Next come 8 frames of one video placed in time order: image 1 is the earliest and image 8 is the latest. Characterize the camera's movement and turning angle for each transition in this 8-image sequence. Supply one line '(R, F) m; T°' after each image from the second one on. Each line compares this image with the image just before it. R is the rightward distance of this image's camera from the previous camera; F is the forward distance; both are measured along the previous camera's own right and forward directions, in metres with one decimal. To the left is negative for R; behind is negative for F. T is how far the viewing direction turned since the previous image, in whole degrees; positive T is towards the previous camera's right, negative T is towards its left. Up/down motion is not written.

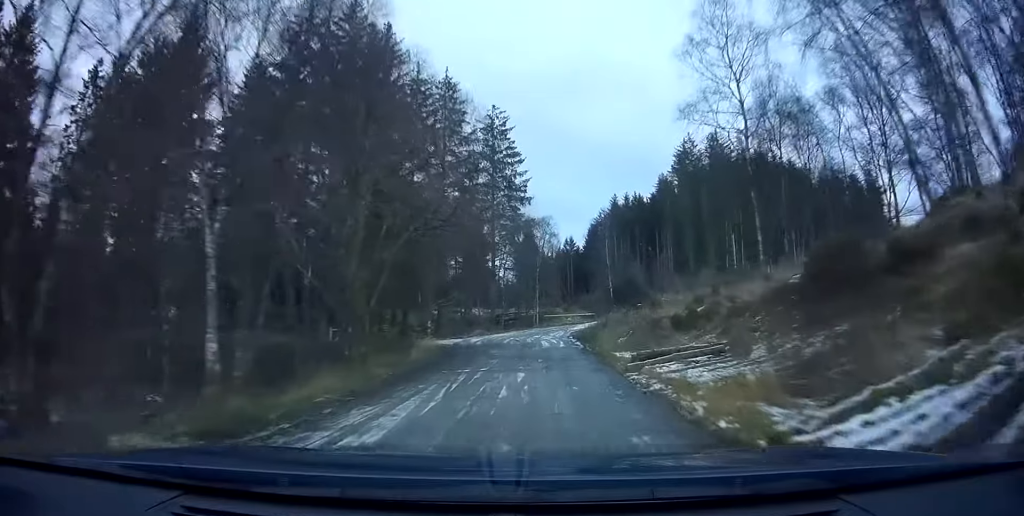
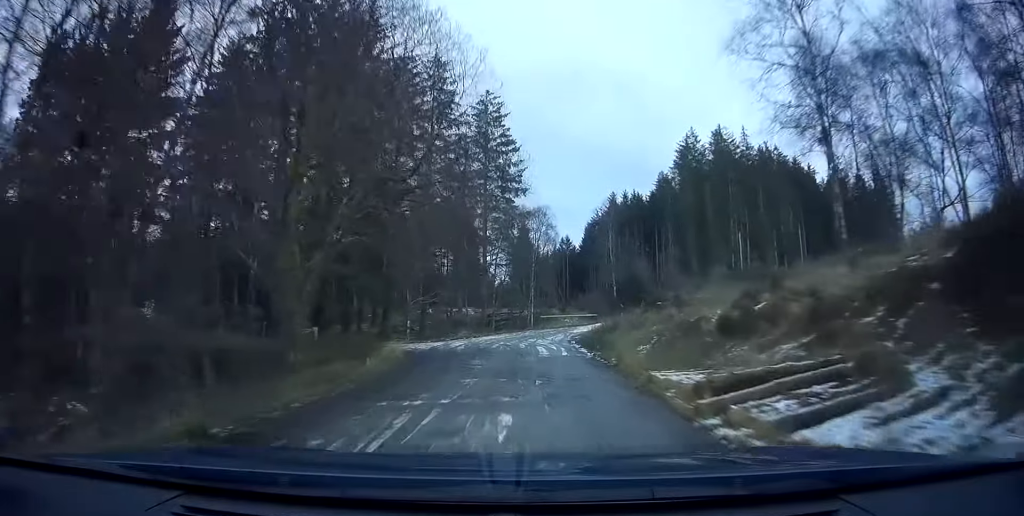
(-0.4, +5.7) m; -8°
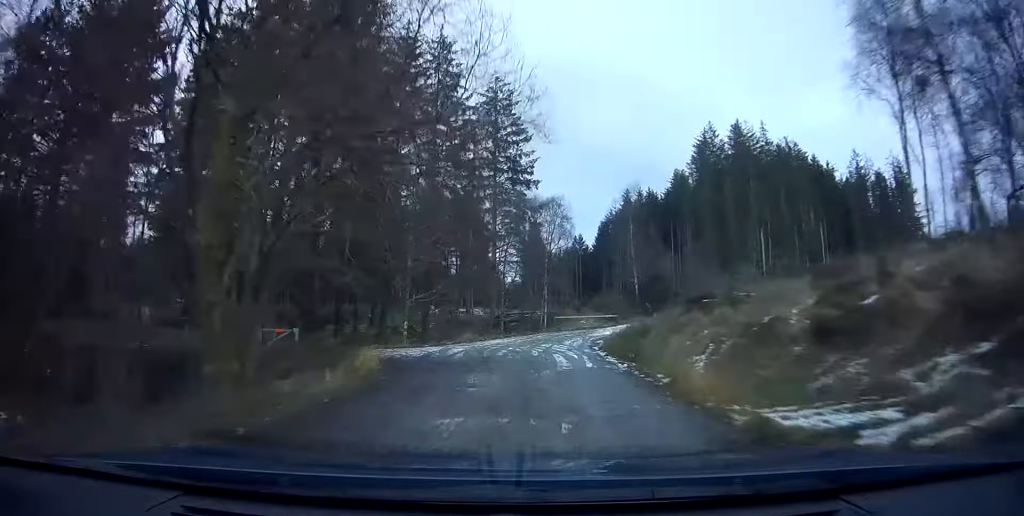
(-0.3, +4.7) m; -4°
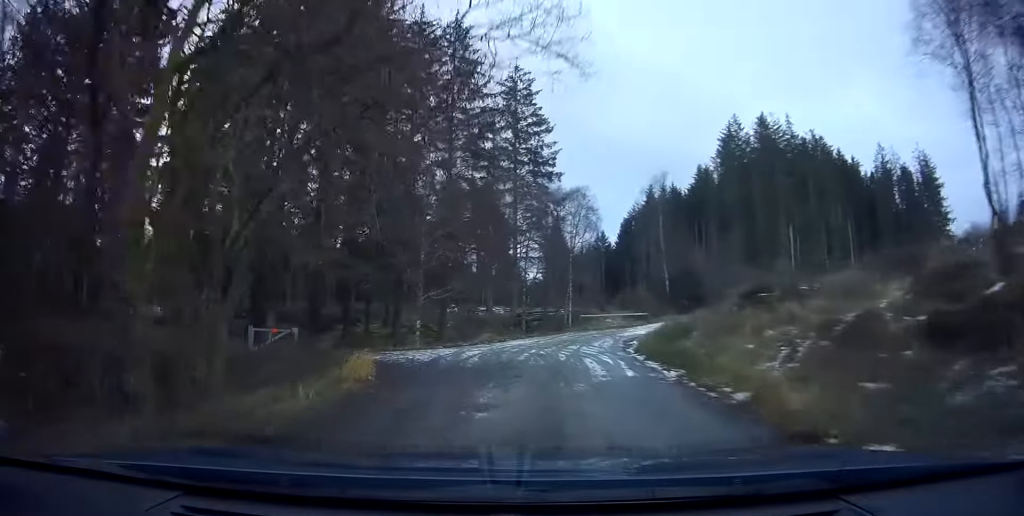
(0.0, +3.0) m; 0°
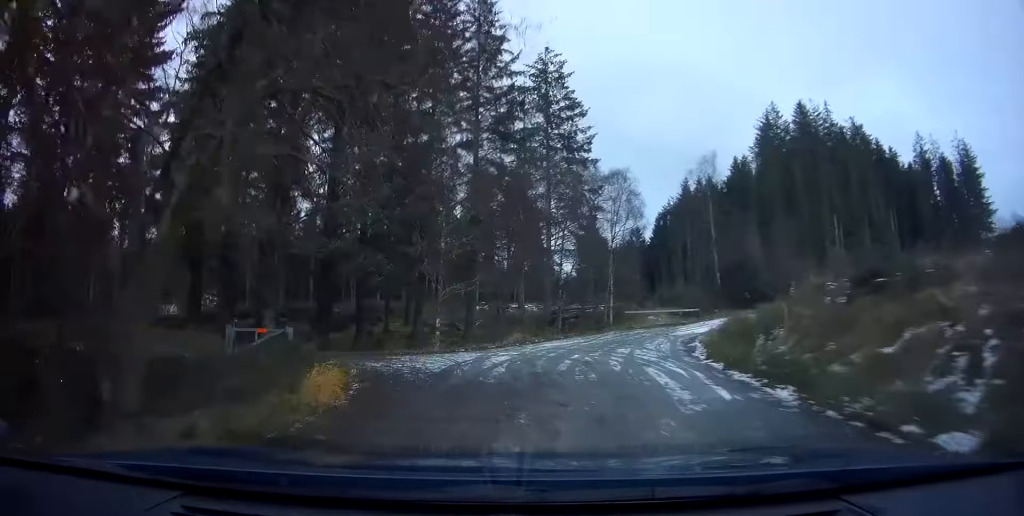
(-0.1, +4.4) m; -2°
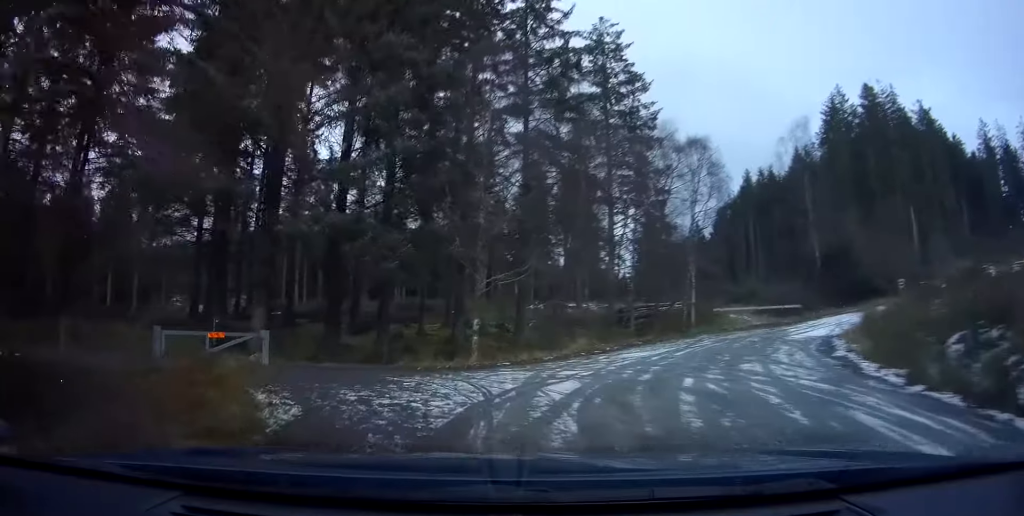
(-0.3, +6.6) m; -4°
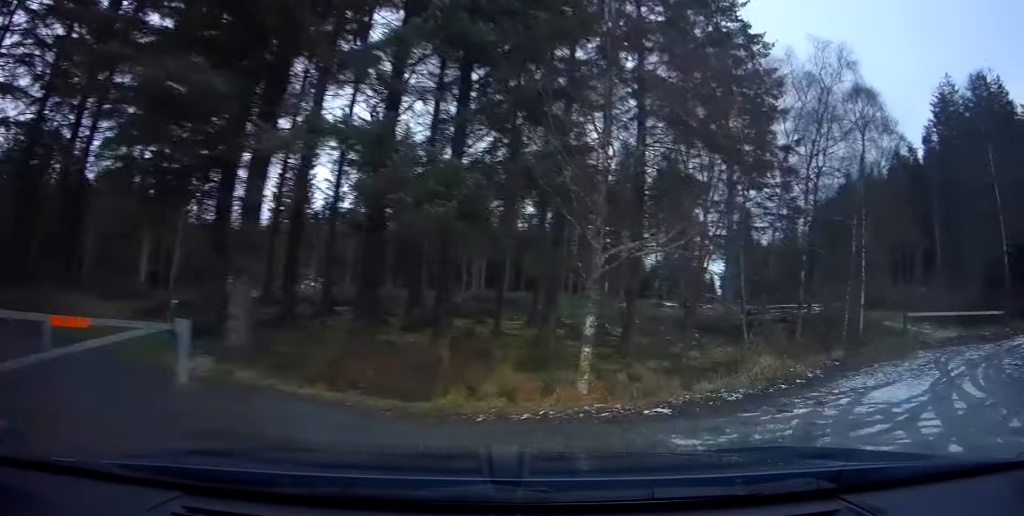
(-0.9, +8.2) m; -8°
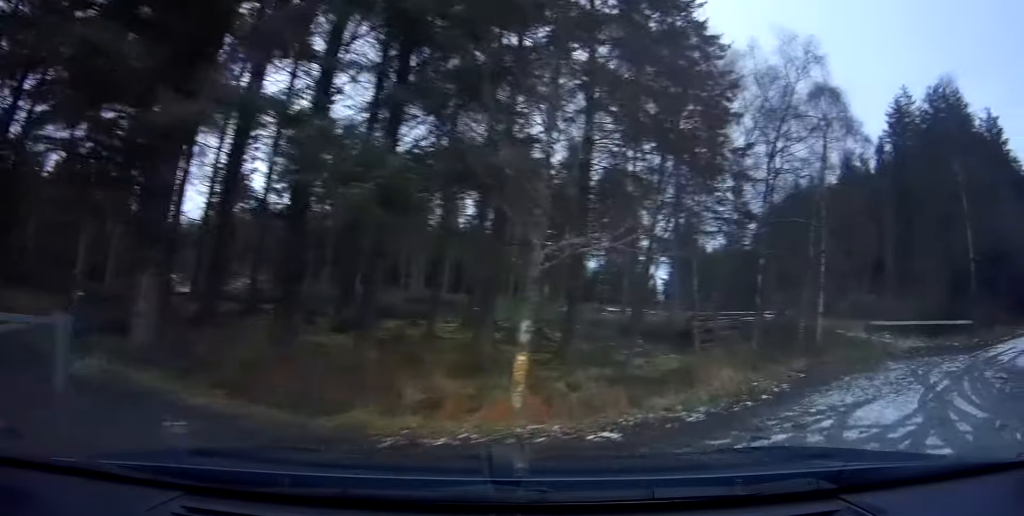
(-0.3, +1.4) m; +2°
